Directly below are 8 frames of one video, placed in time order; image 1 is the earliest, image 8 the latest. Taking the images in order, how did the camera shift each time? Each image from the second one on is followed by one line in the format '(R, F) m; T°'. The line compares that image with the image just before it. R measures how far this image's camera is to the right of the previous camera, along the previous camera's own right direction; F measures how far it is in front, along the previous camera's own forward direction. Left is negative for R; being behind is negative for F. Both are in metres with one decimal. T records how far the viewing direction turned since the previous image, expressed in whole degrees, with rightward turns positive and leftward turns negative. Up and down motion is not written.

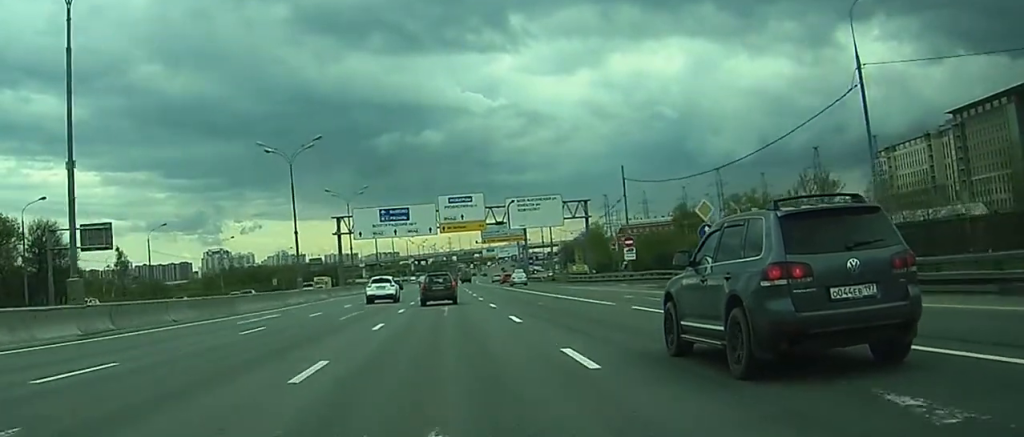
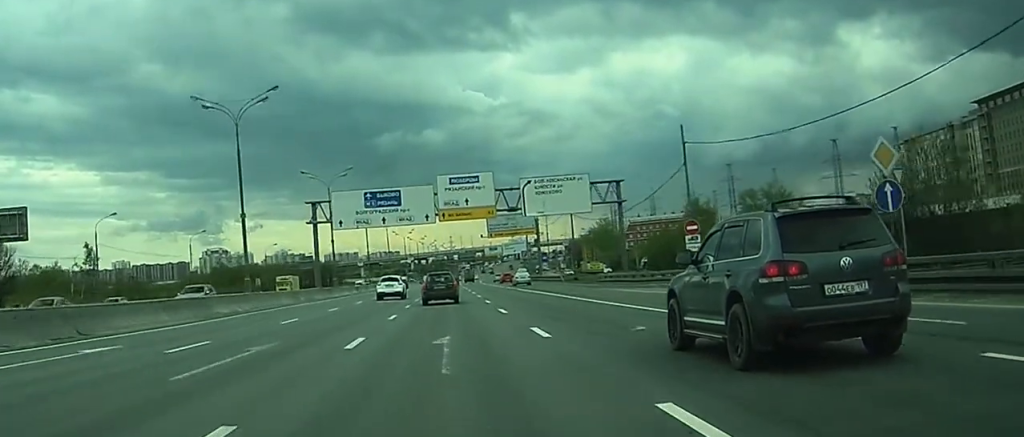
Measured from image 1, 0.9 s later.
(-0.1, +18.4) m; 0°
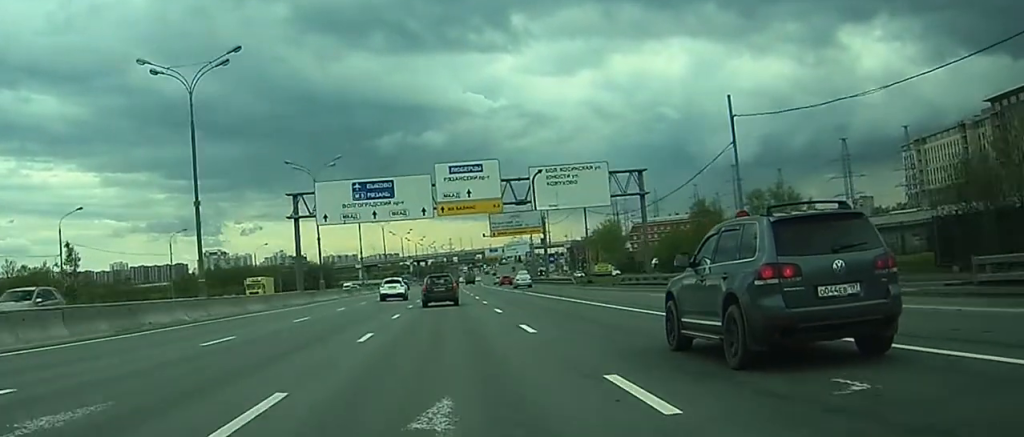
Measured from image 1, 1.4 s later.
(0.0, +9.3) m; -1°
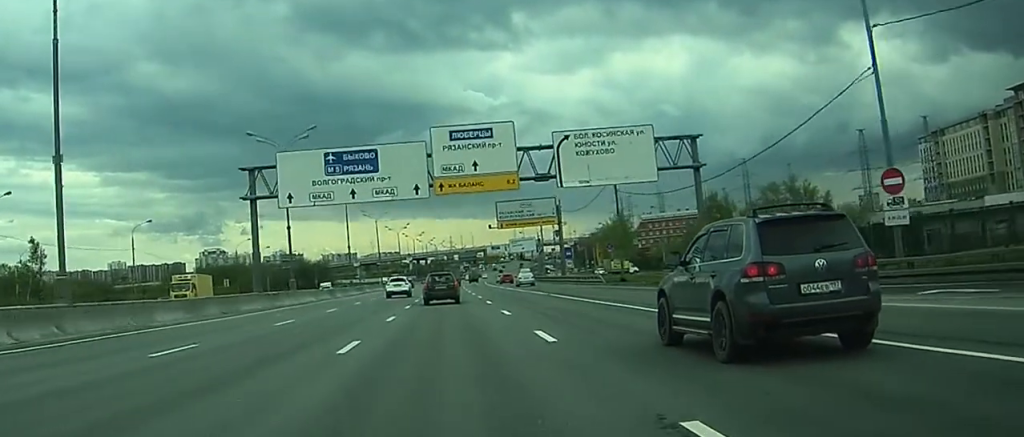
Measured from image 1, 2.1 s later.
(0.0, +15.1) m; -1°
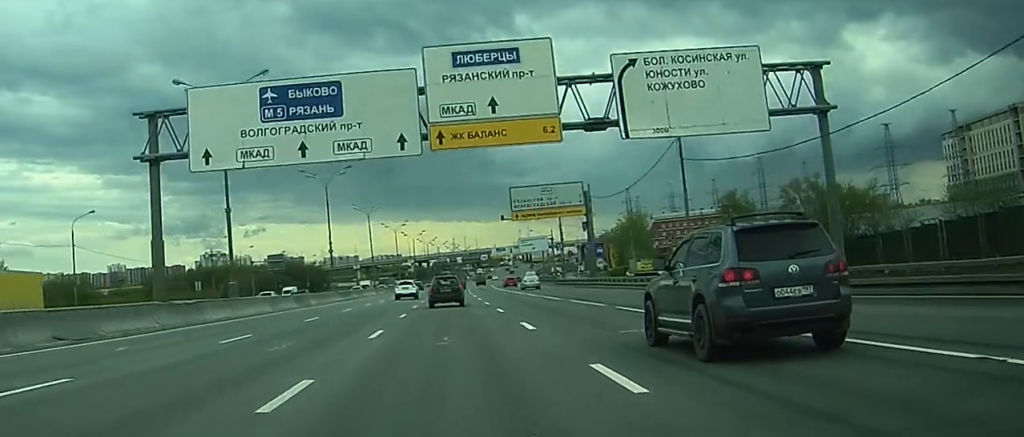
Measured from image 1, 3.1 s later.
(-0.5, +18.0) m; -1°
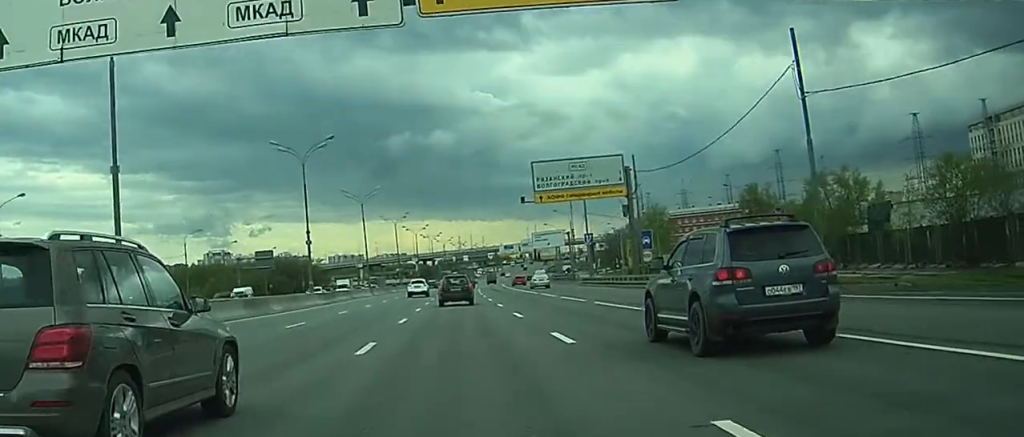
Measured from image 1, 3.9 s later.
(+0.1, +16.0) m; 0°
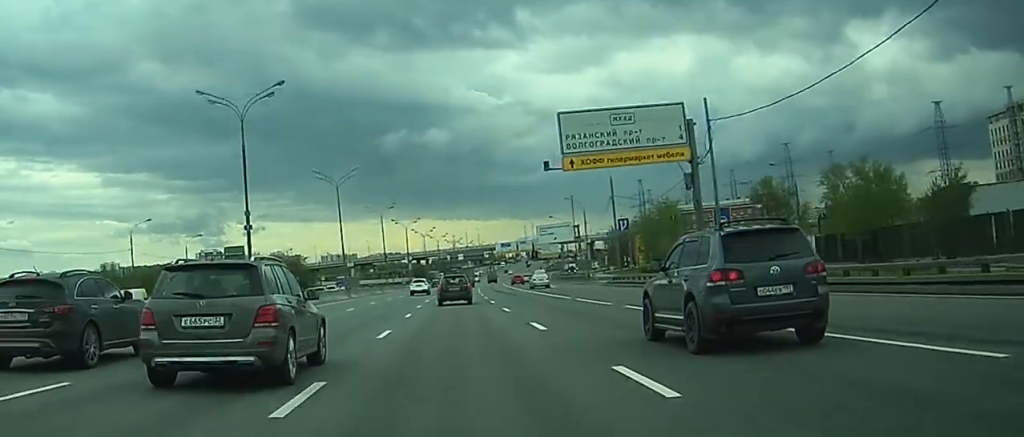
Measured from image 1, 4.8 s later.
(0.0, +18.2) m; +1°
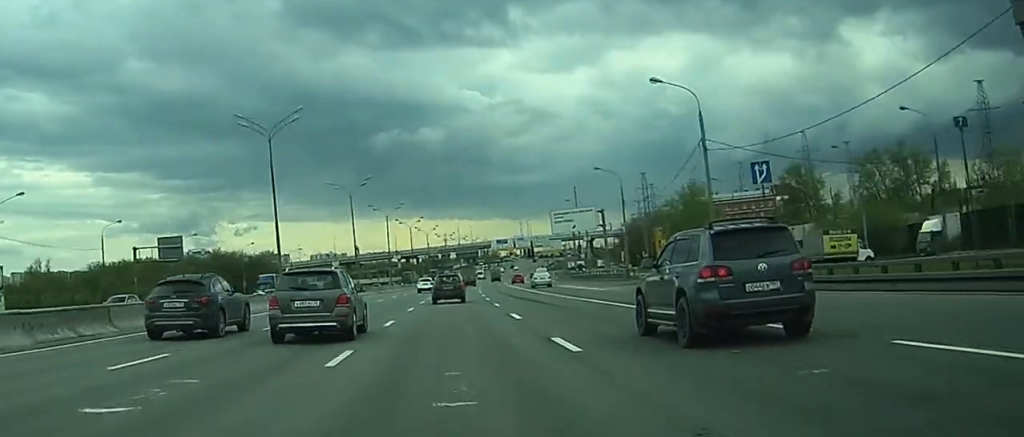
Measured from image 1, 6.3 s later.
(+0.5, +29.9) m; +1°
